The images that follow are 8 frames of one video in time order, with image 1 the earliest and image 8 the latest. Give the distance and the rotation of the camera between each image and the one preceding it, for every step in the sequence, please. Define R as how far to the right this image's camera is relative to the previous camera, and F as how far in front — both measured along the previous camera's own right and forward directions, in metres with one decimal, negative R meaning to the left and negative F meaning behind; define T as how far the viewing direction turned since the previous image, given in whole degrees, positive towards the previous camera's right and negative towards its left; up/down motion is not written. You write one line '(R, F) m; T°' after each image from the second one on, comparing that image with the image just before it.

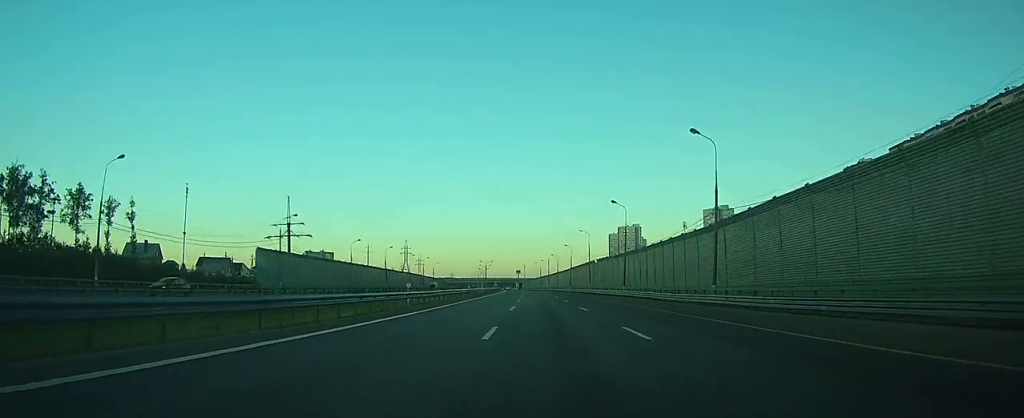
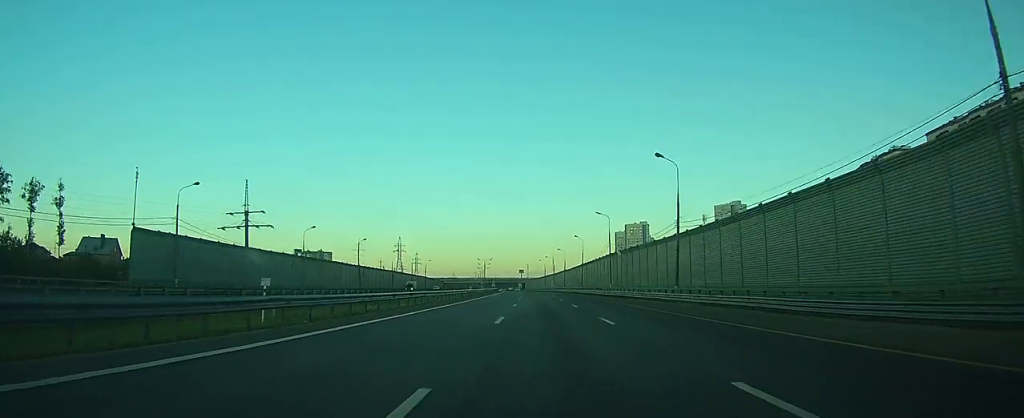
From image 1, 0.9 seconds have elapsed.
(-0.2, +26.7) m; -1°
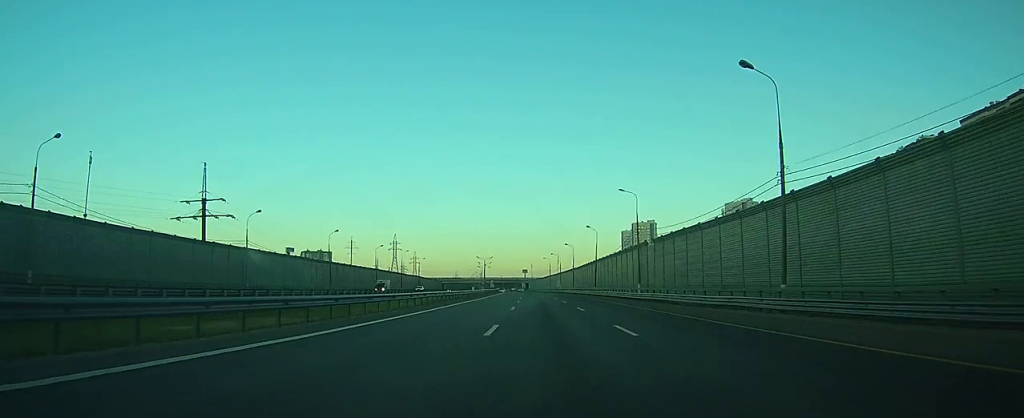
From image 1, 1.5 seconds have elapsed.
(0.0, +20.6) m; 0°
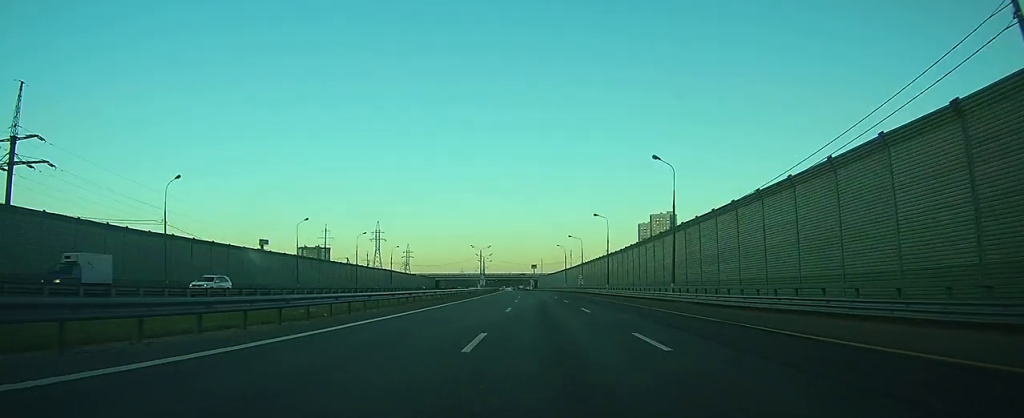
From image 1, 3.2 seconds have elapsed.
(-0.4, +52.3) m; -1°
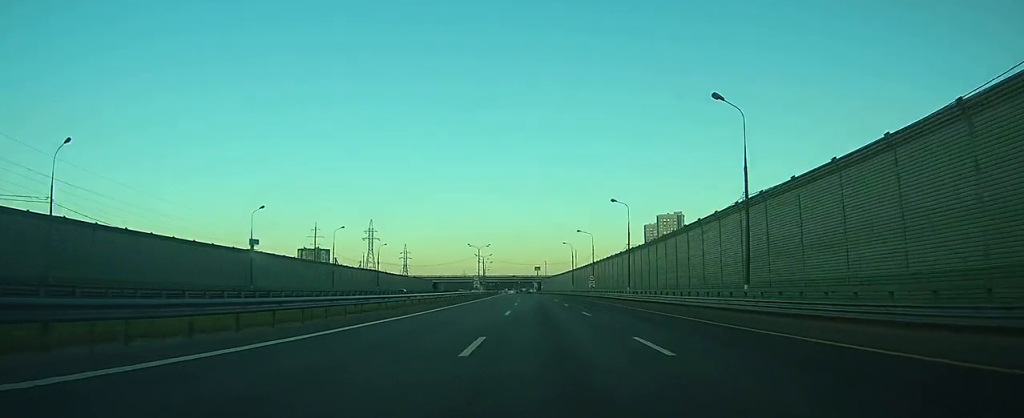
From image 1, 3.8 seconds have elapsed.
(0.0, +16.4) m; 0°
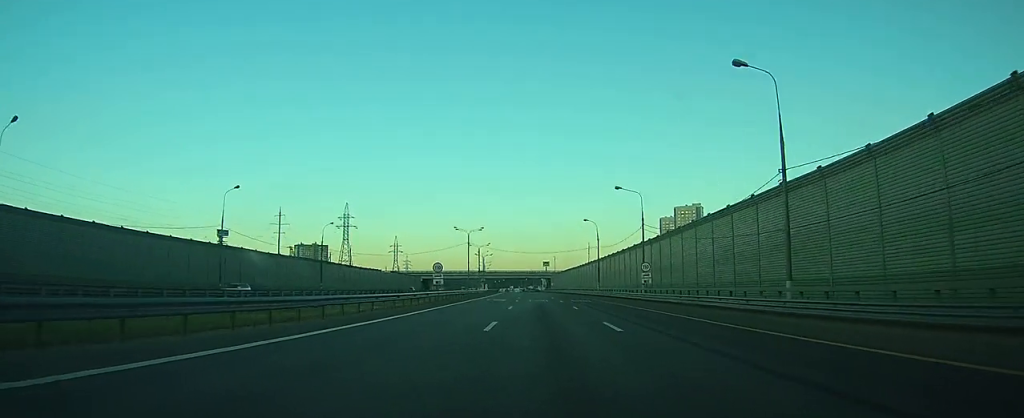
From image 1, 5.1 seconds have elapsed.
(-0.2, +42.2) m; -1°
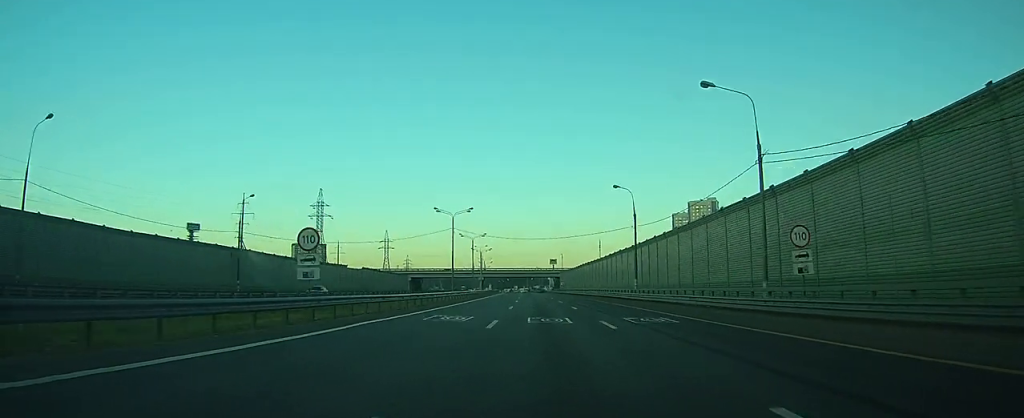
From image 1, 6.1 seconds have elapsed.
(-0.1, +31.0) m; -1°
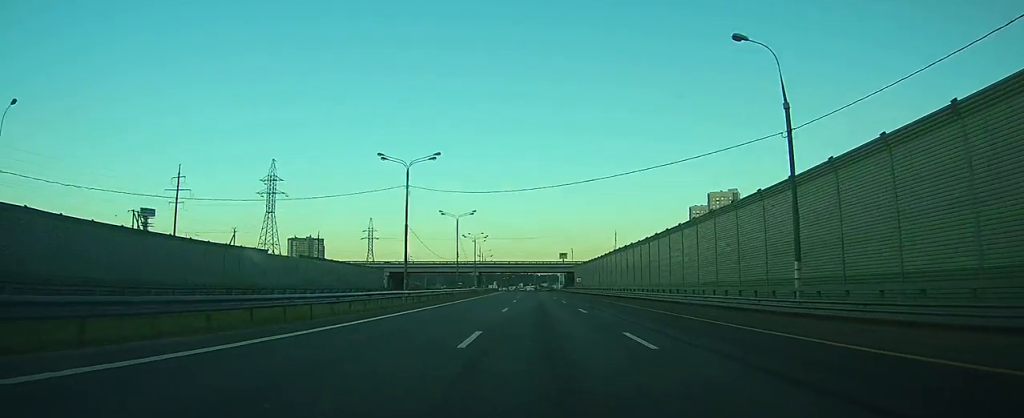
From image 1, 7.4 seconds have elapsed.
(-0.3, +38.4) m; -1°
